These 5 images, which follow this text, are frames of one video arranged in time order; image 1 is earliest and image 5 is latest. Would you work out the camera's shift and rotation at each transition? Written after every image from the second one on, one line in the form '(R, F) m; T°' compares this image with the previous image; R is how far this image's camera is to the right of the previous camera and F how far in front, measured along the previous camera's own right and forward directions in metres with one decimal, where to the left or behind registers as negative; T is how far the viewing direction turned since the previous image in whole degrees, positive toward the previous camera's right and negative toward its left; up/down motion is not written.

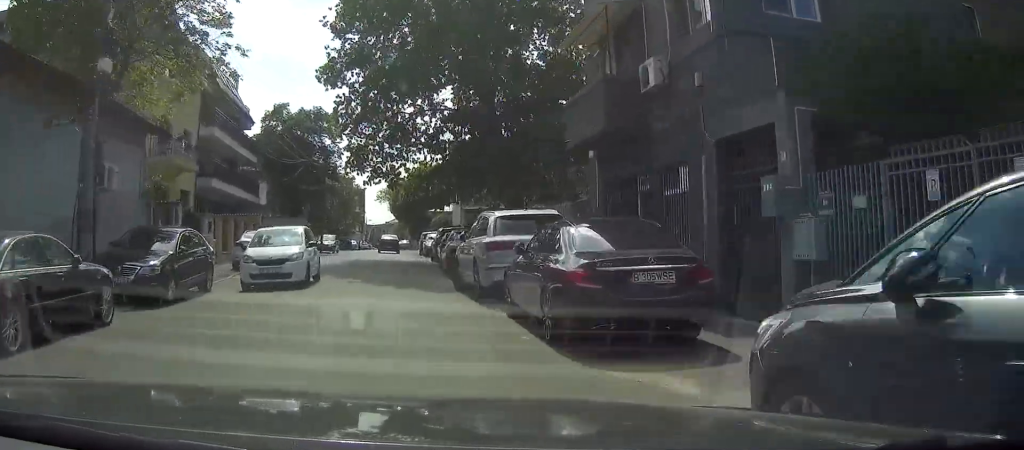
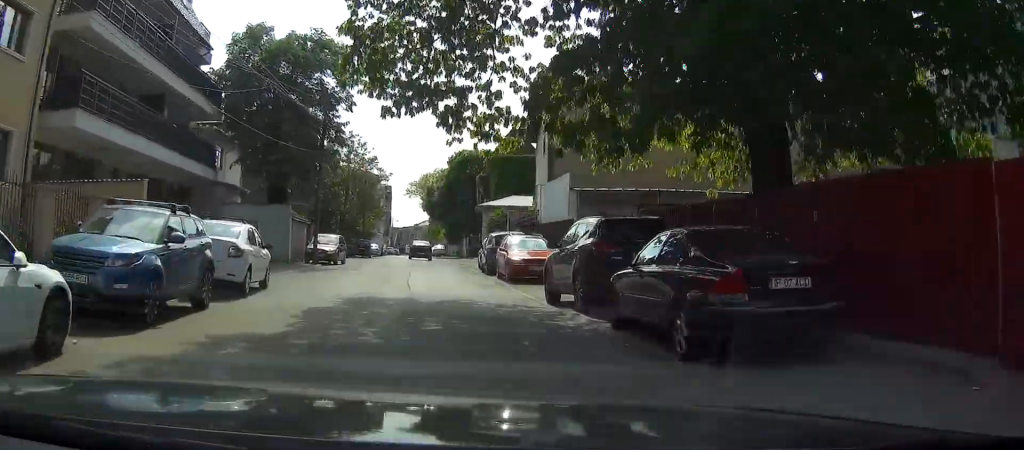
(+0.3, +22.0) m; +1°
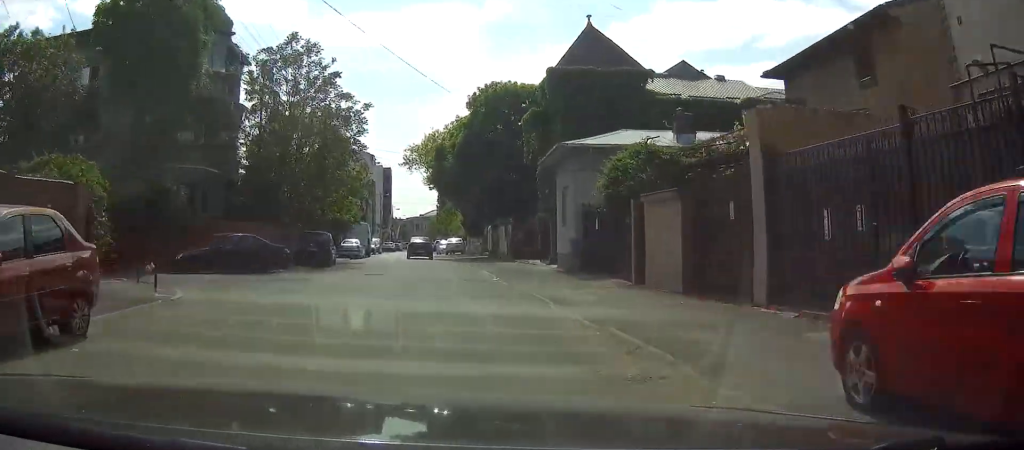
(+0.1, +30.6) m; 0°
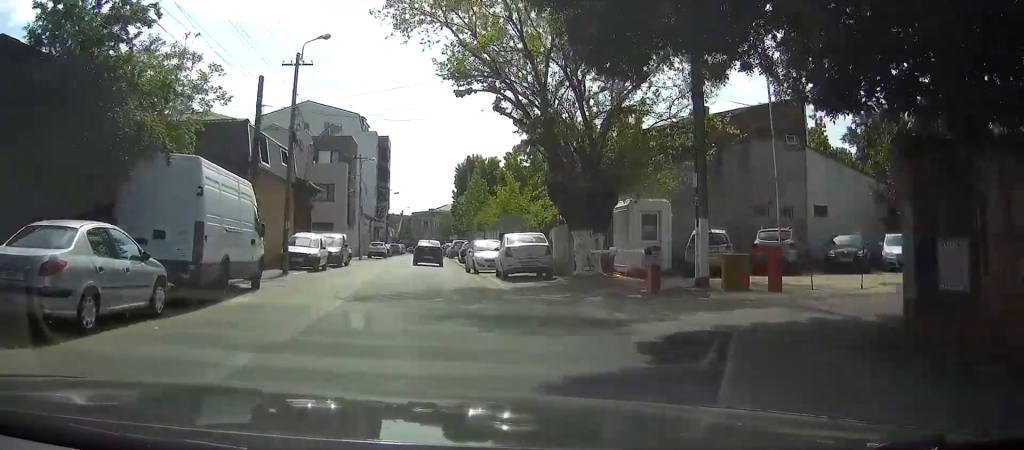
(-0.9, +43.1) m; -2°
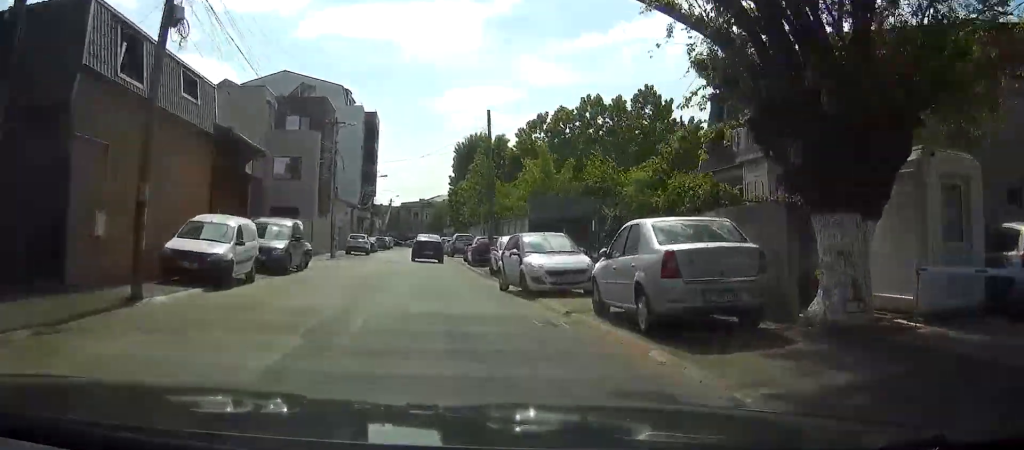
(-0.1, +14.4) m; -1°
